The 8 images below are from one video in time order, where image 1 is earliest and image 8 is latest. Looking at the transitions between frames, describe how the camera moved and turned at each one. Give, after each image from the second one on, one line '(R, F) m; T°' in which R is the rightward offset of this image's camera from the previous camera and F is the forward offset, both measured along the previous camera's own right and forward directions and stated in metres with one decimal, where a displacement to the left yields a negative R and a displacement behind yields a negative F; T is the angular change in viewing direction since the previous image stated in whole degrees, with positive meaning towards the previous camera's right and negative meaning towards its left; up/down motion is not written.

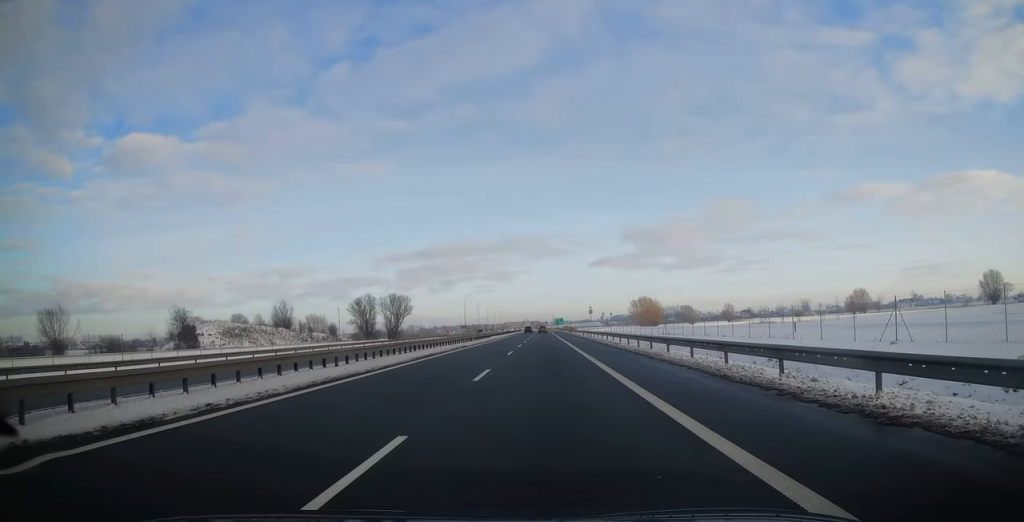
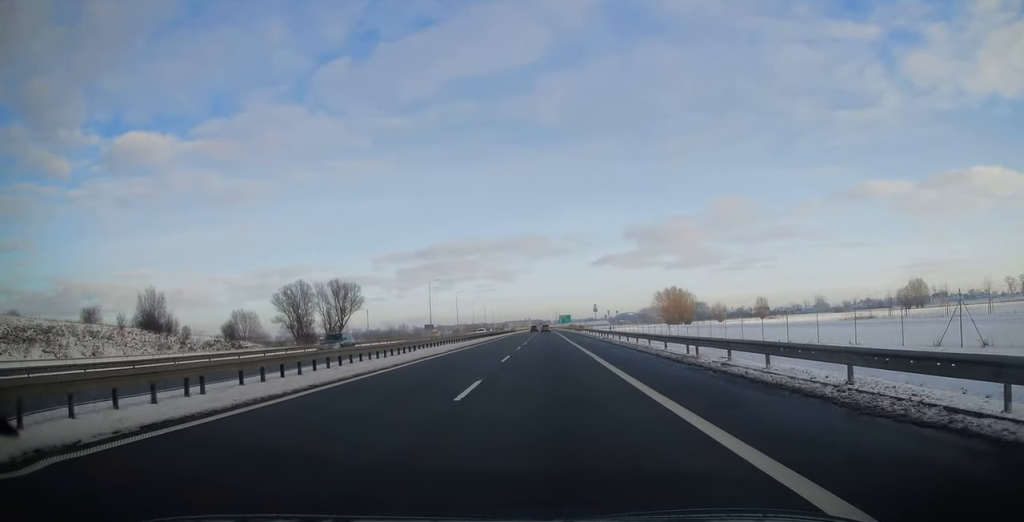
(+0.5, +54.4) m; +1°
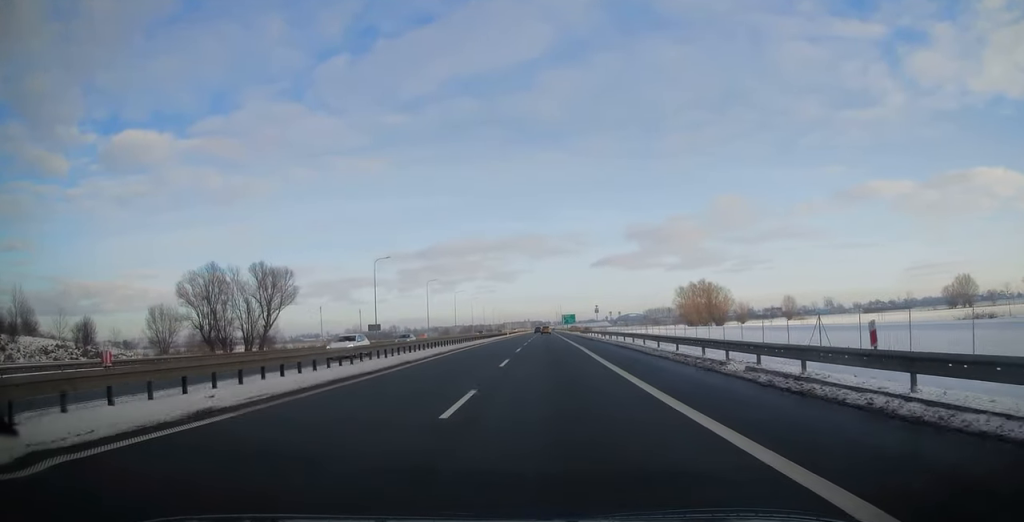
(-0.1, +37.6) m; -1°
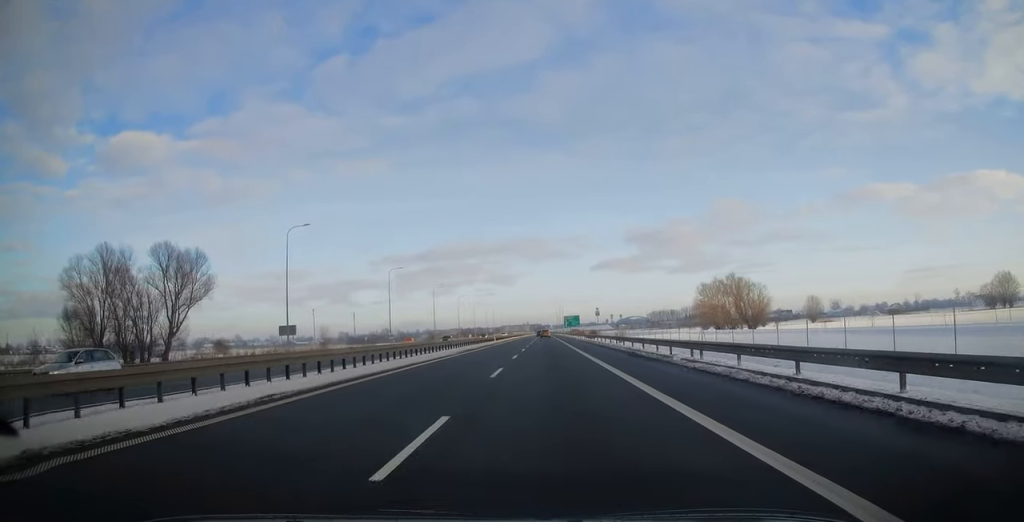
(-0.1, +27.5) m; 0°
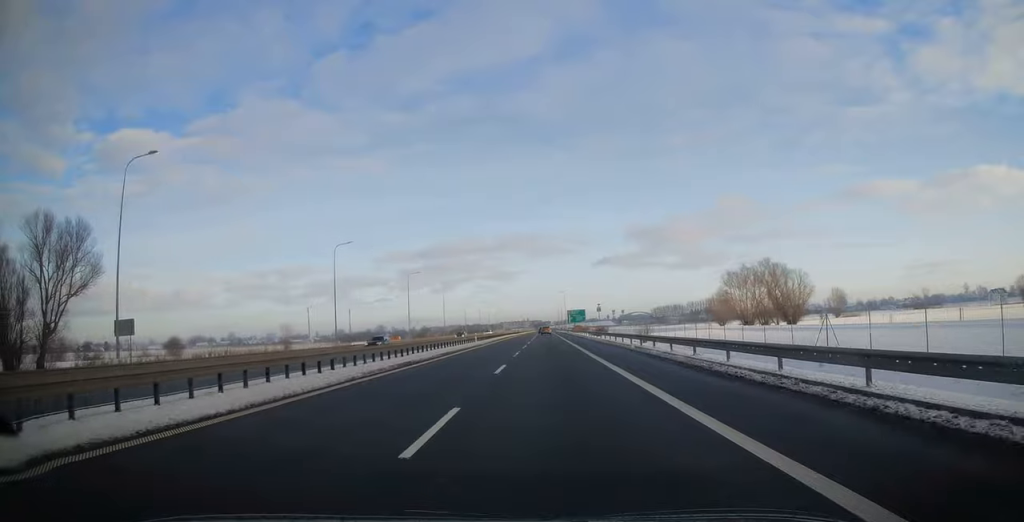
(0.0, +22.8) m; 0°
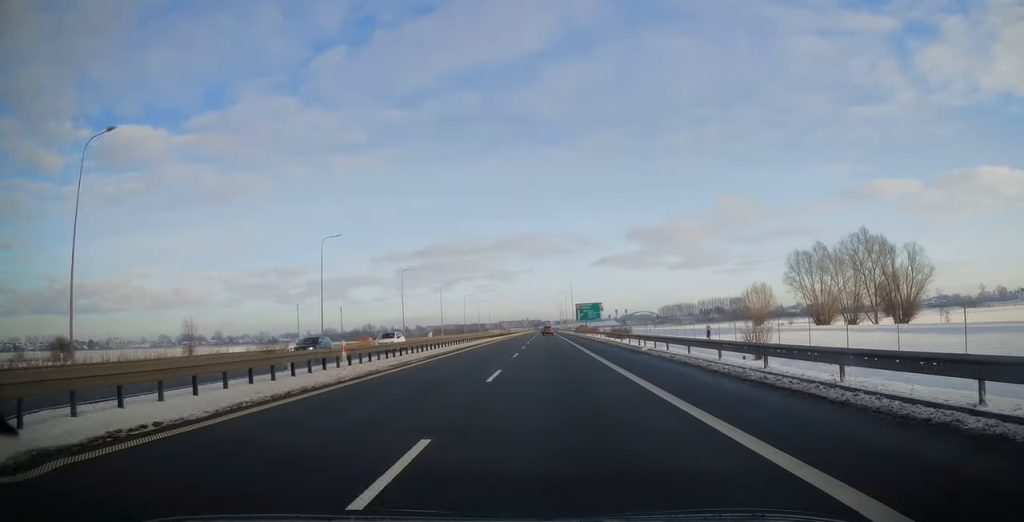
(0.0, +38.6) m; 0°
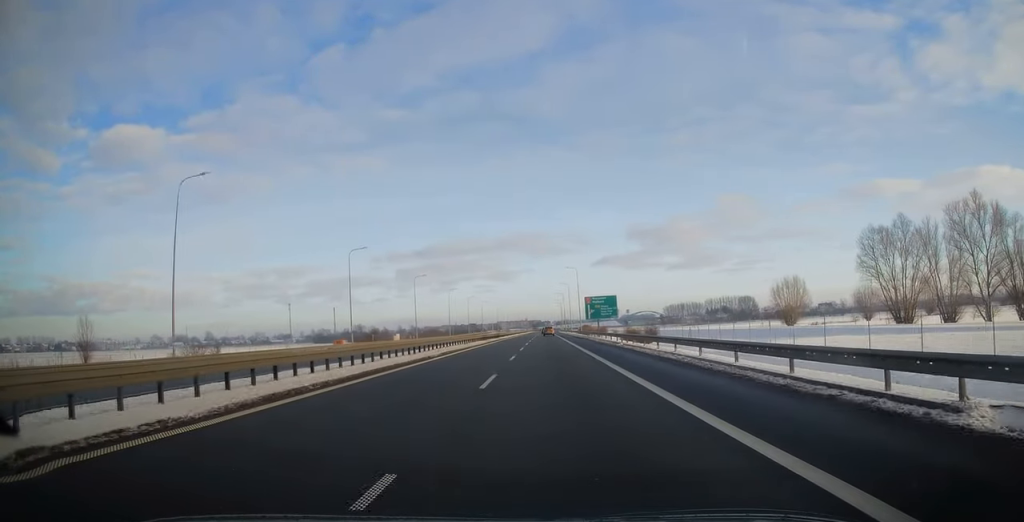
(0.0, +25.4) m; 0°
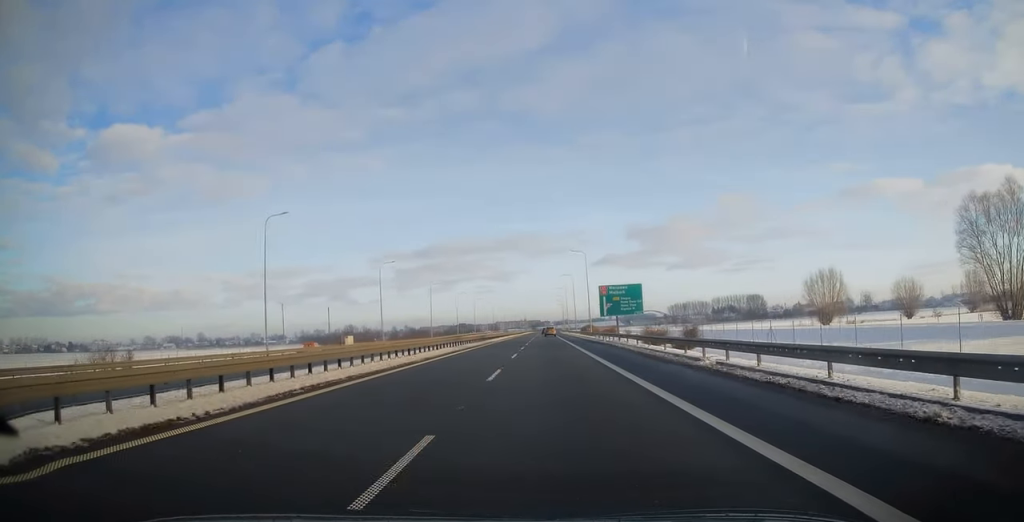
(-0.1, +21.7) m; +1°
